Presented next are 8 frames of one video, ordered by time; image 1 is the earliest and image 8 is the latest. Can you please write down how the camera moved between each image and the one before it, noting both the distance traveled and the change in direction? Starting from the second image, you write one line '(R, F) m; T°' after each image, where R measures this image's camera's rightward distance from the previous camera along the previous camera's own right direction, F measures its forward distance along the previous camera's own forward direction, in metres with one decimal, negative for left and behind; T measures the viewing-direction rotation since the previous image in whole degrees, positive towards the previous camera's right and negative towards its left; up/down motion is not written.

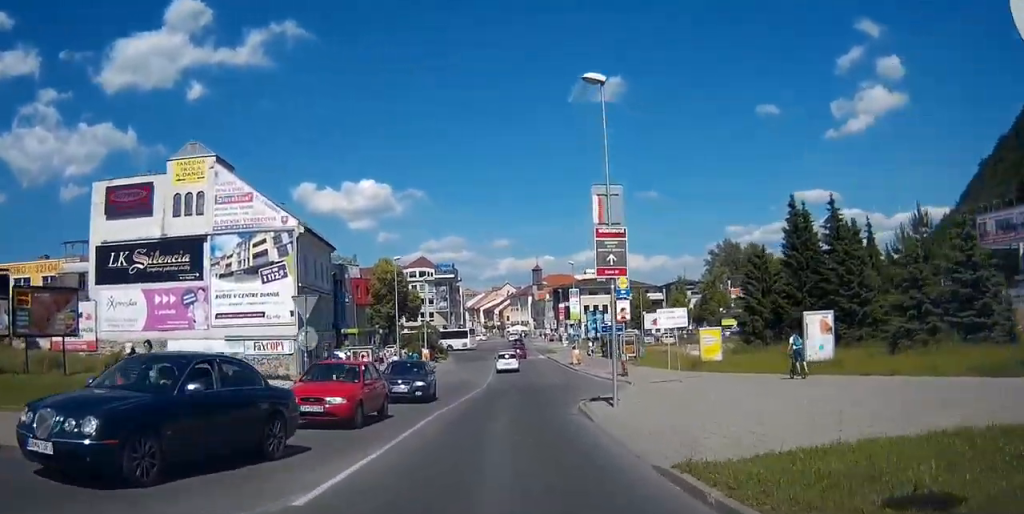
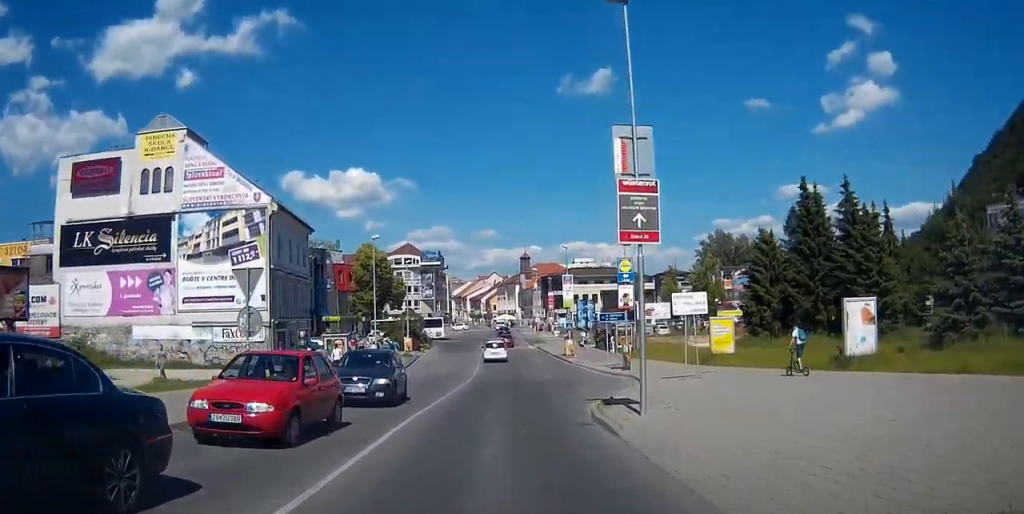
(0.0, +4.7) m; +4°
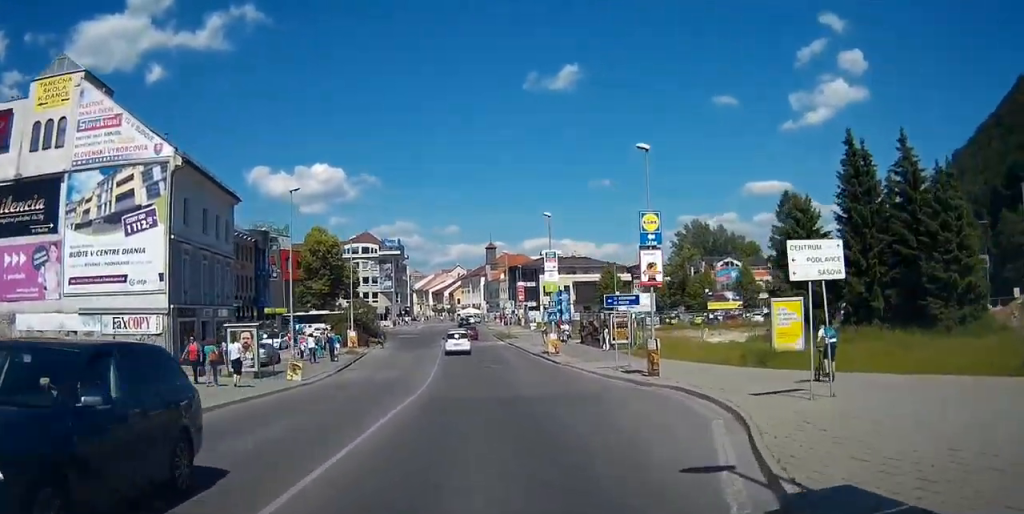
(+0.9, +12.9) m; 0°
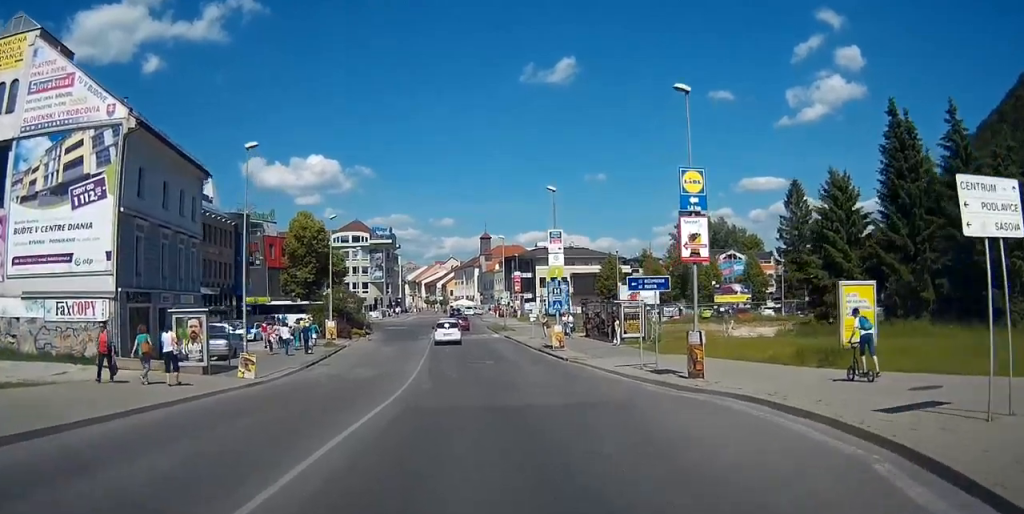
(-0.3, +5.9) m; -6°
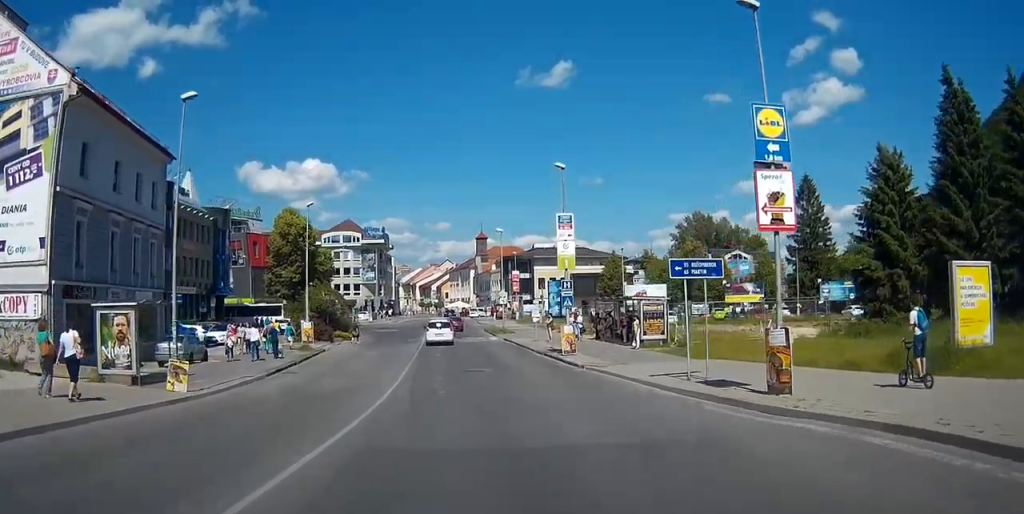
(-0.4, +6.1) m; -2°
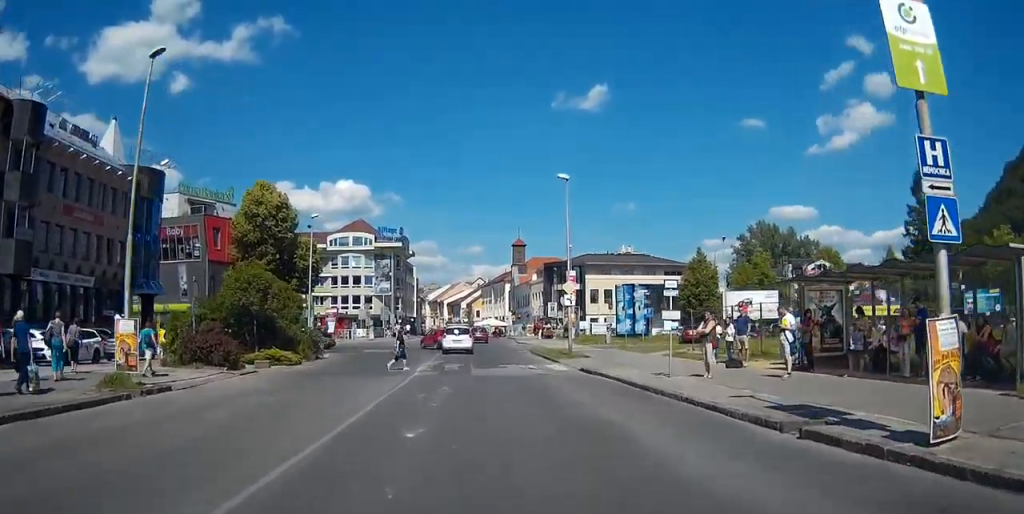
(+3.5, +26.6) m; +21°
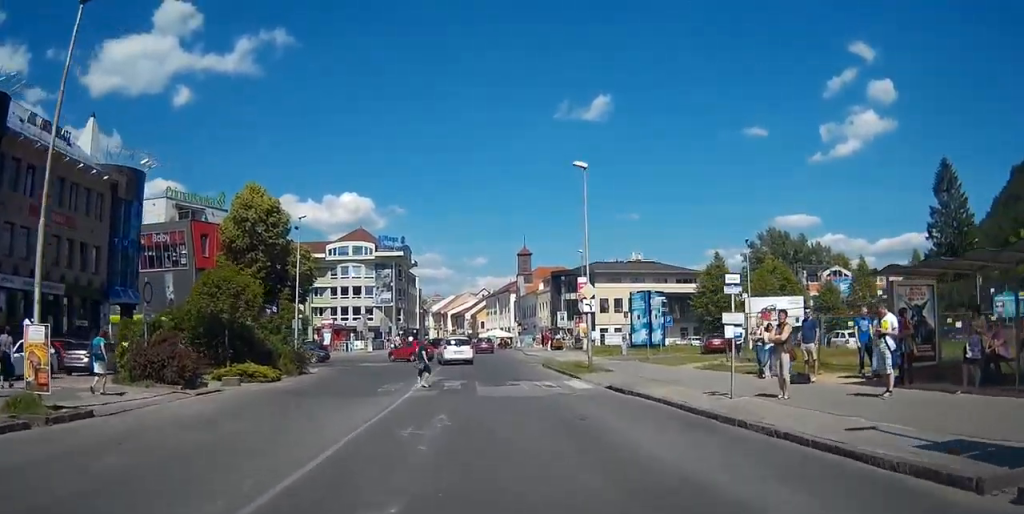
(+0.2, +4.8) m; 0°
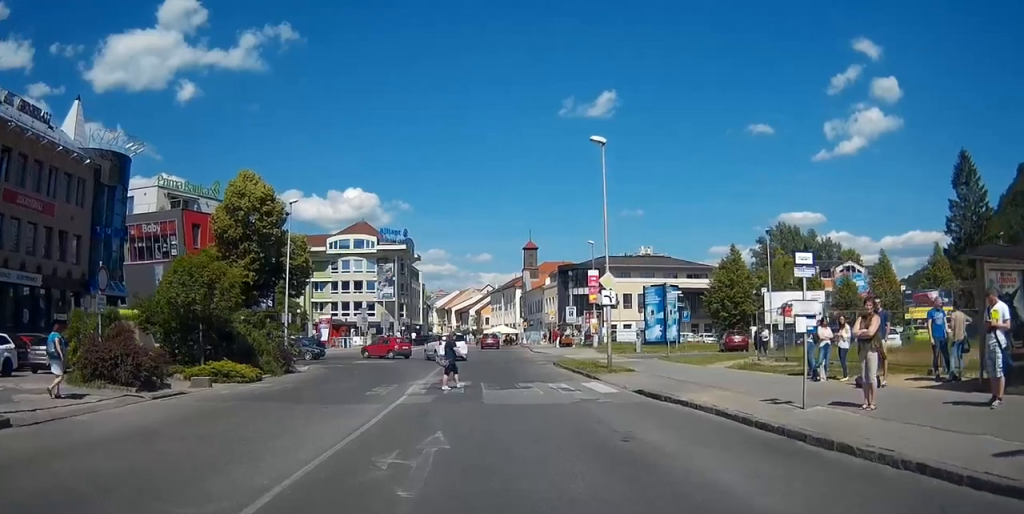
(+0.2, +3.5) m; -6°
